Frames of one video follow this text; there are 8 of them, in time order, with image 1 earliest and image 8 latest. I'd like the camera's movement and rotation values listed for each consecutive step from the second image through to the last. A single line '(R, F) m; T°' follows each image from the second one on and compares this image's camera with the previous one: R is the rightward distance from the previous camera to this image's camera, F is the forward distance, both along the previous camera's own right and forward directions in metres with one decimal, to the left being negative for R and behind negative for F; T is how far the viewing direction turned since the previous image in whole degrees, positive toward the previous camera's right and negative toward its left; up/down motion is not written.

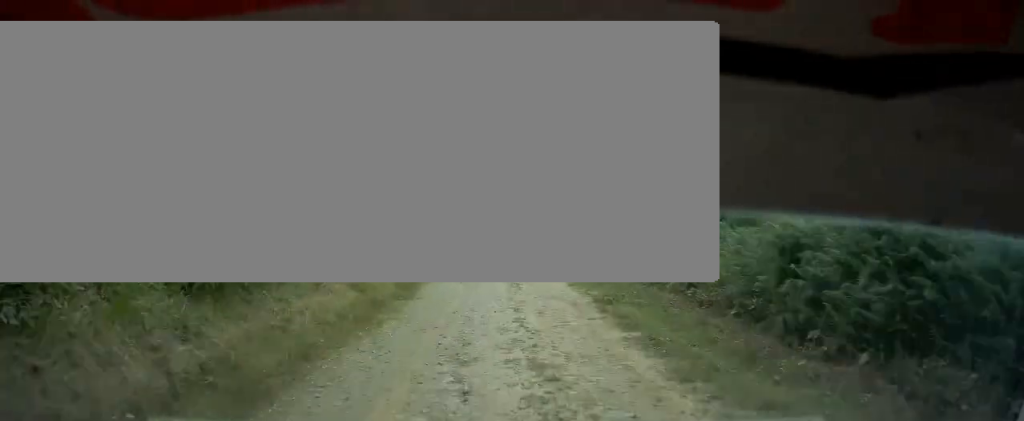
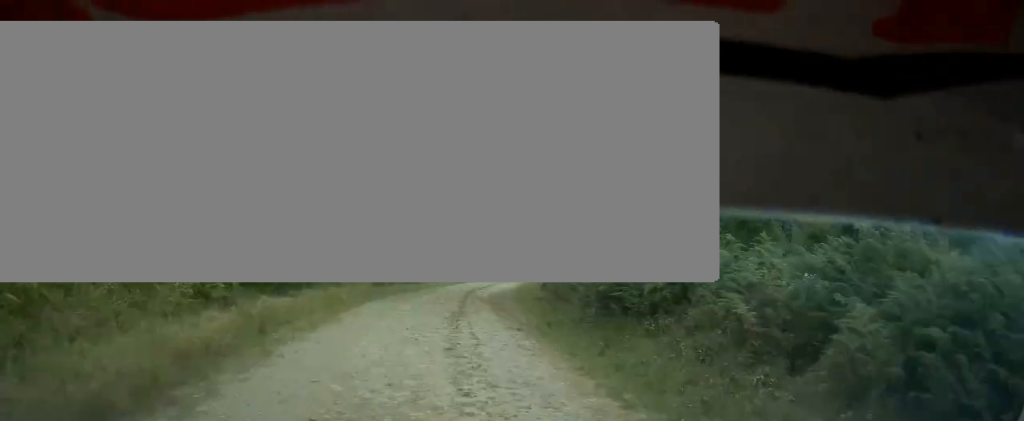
(-0.1, +18.3) m; +1°
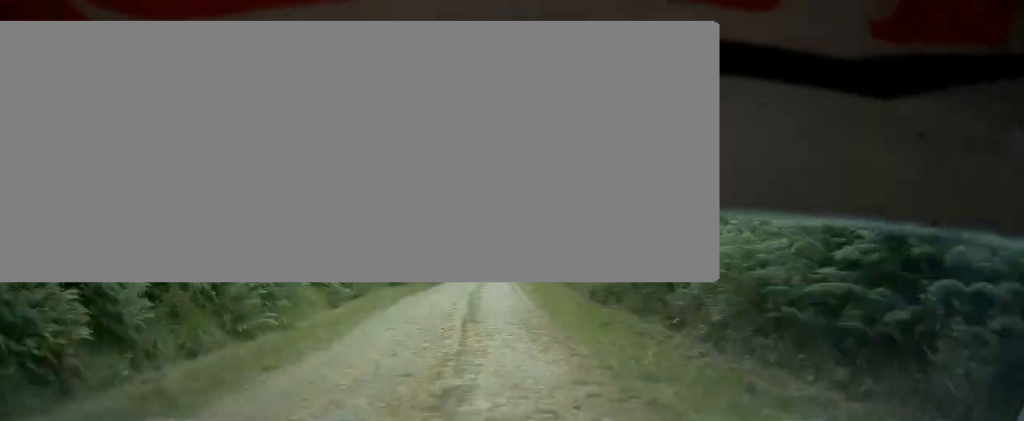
(+0.4, +21.9) m; +3°
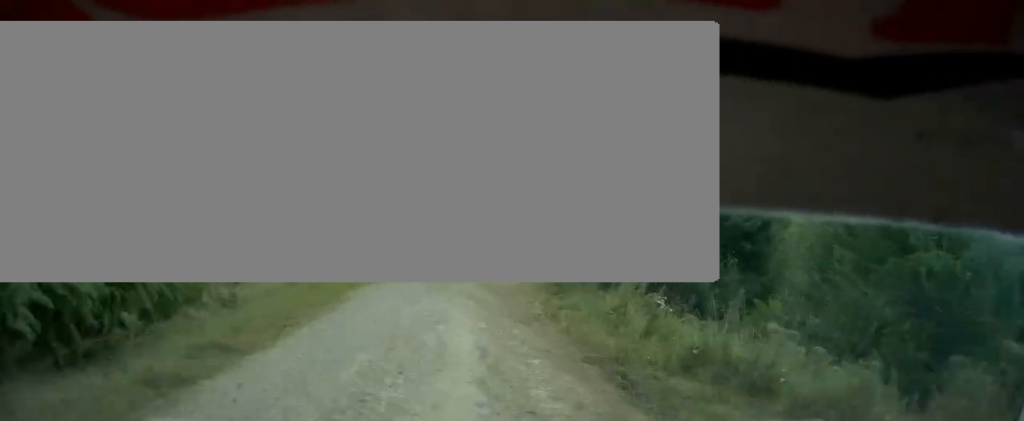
(+7.2, +71.1) m; +12°
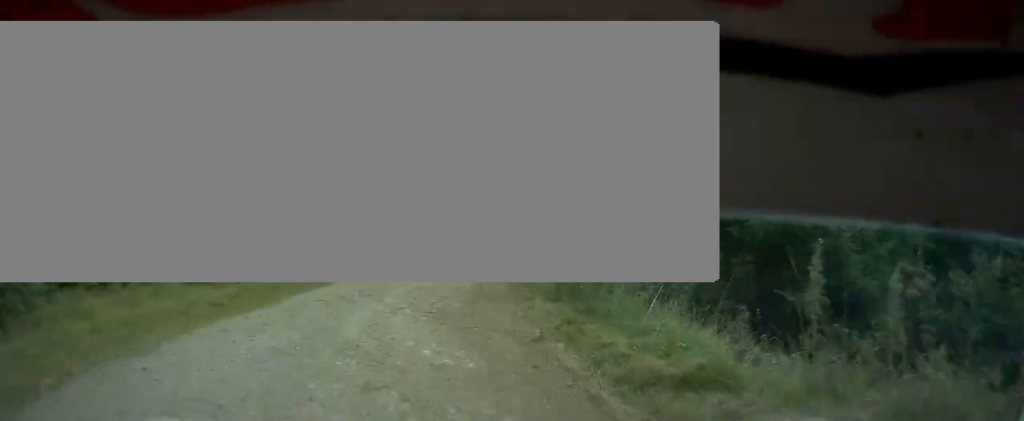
(+0.5, +12.2) m; +1°
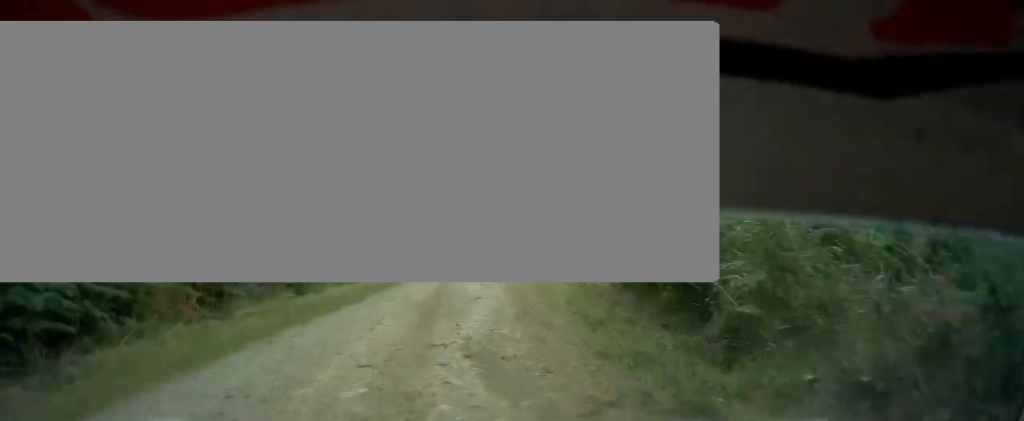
(+0.4, +16.7) m; +1°
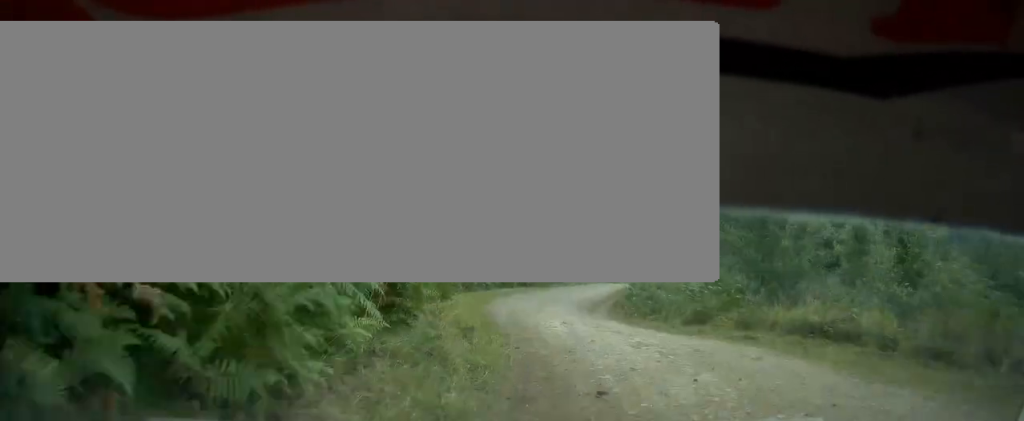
(-4.3, +47.0) m; -11°
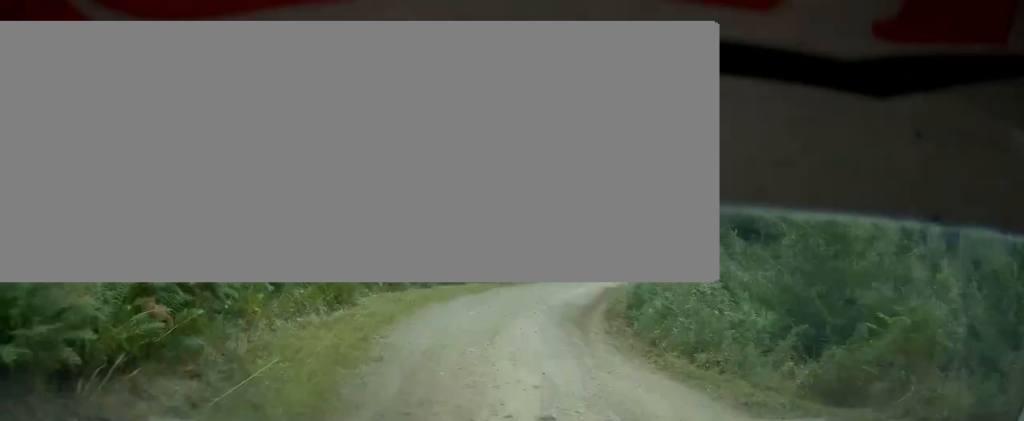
(-0.1, +10.6) m; +1°
